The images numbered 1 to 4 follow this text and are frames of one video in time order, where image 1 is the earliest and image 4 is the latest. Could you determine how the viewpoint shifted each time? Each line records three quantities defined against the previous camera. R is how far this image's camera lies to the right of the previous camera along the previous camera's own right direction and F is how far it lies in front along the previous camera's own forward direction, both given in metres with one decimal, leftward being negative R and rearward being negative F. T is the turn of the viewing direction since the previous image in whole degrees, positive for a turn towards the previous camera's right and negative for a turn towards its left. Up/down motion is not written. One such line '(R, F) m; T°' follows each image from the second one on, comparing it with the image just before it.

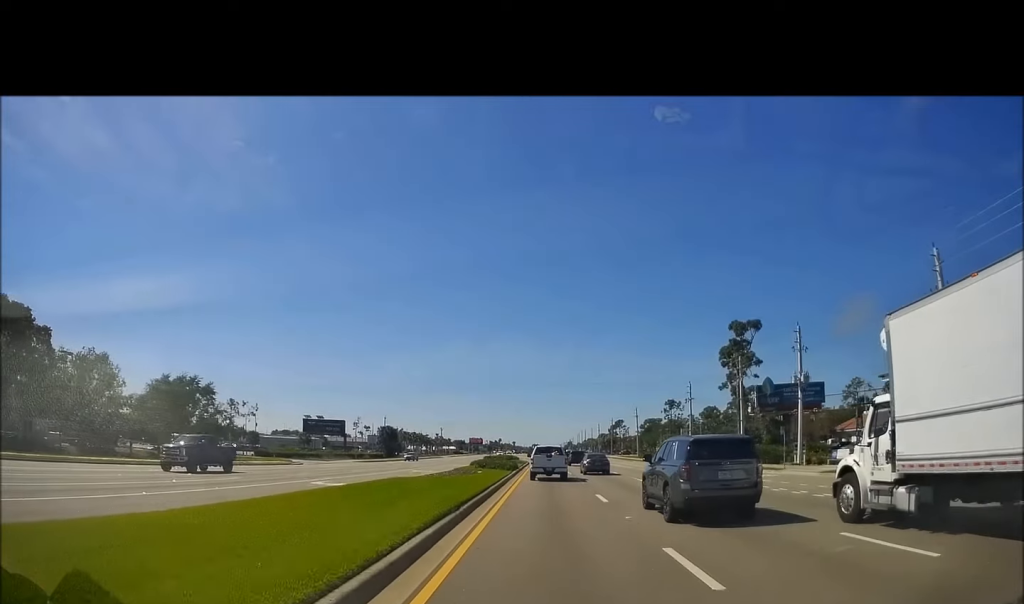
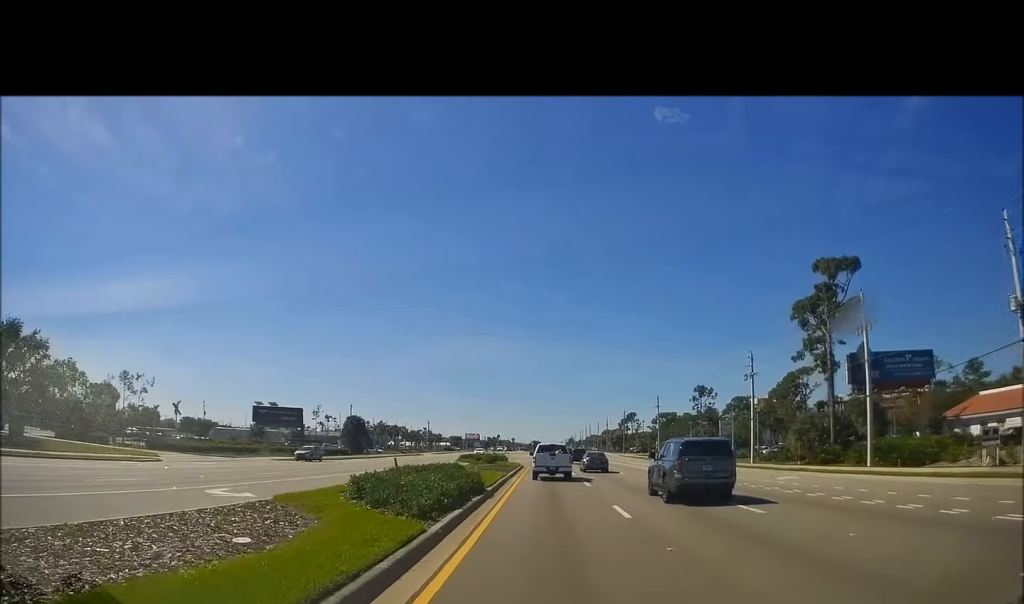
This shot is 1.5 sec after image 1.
(-0.5, +29.2) m; -1°
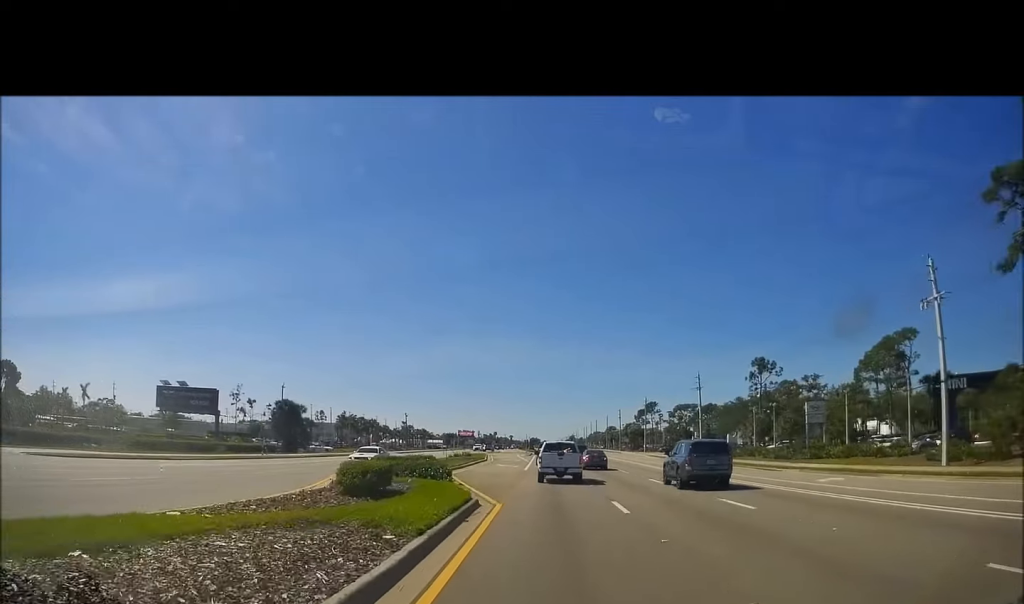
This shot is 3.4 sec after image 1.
(+0.1, +35.7) m; 0°
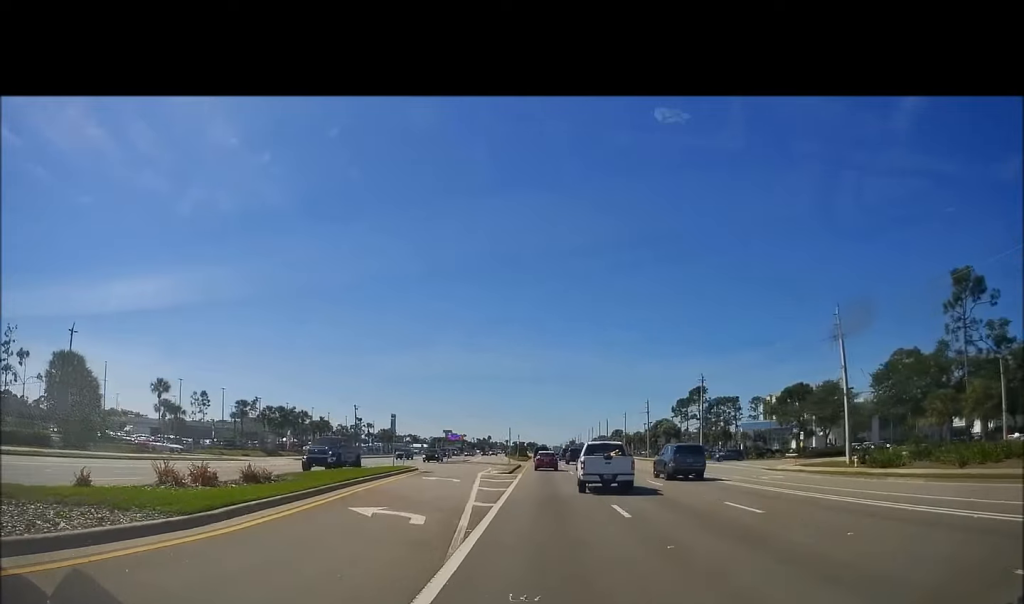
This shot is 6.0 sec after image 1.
(-0.2, +50.6) m; 0°
